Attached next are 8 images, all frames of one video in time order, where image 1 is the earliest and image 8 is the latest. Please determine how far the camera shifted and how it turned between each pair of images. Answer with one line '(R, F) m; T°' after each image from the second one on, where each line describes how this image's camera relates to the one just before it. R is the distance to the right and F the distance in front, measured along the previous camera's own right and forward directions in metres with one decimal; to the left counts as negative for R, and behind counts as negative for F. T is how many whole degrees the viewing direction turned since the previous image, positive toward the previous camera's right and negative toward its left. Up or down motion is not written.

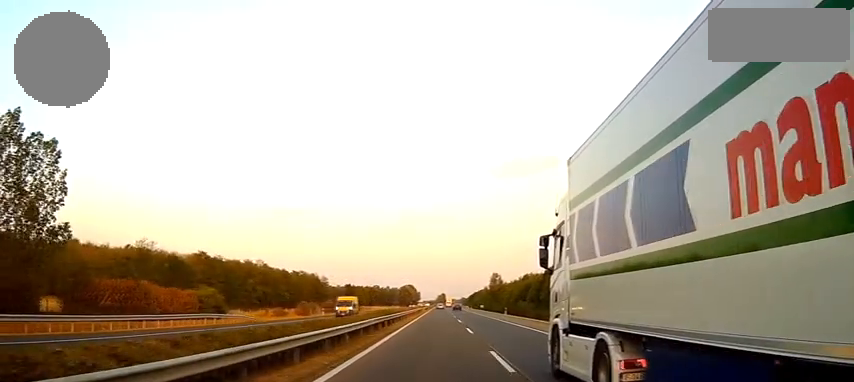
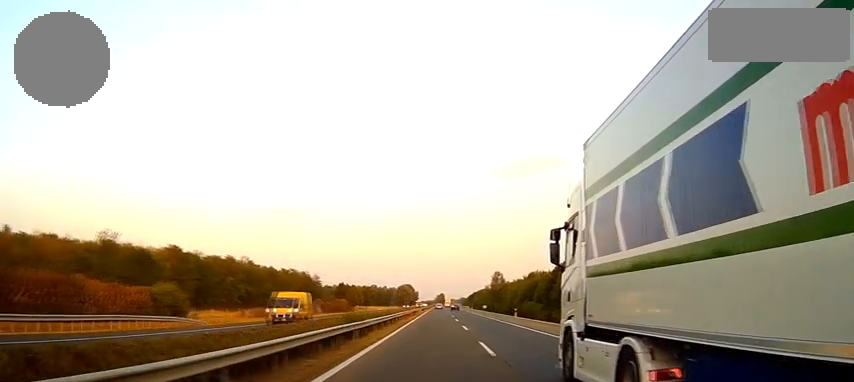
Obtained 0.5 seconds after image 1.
(0.0, +13.2) m; 0°
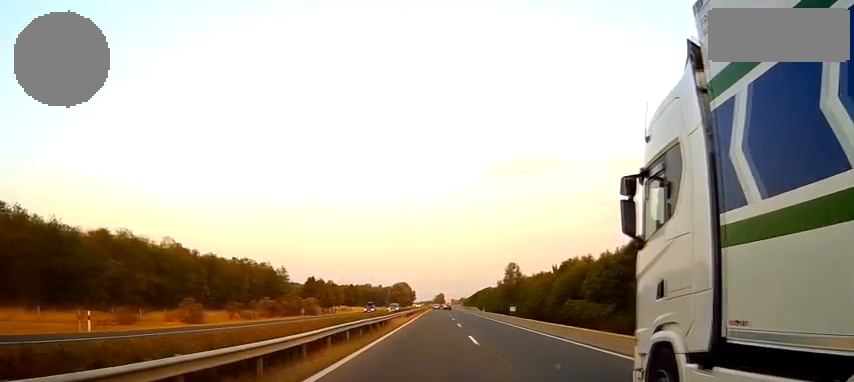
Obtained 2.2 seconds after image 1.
(+0.1, +49.0) m; 0°
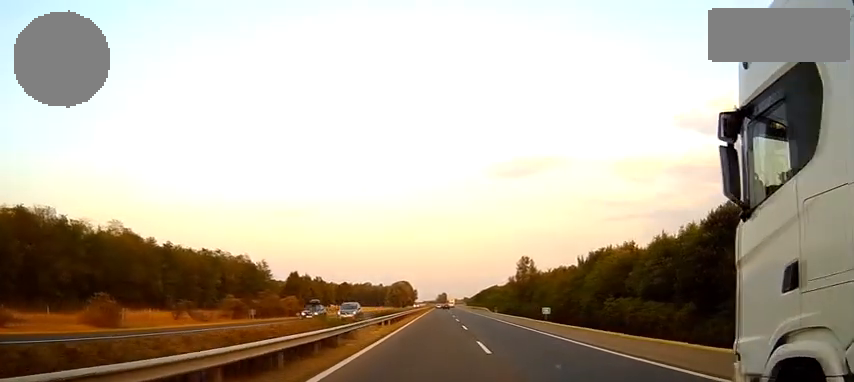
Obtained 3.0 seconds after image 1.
(0.0, +22.7) m; 0°
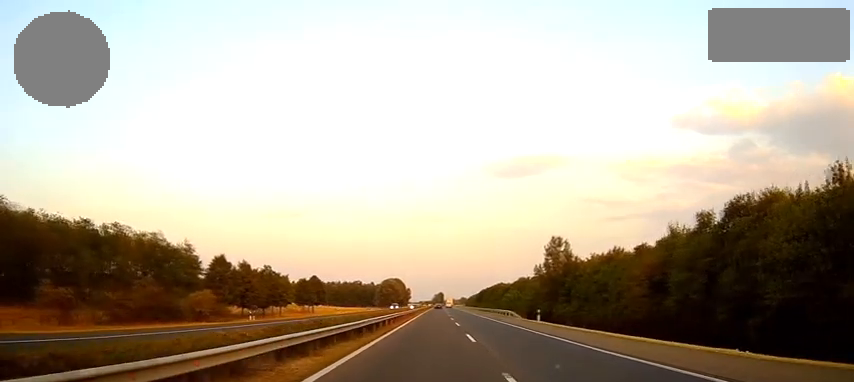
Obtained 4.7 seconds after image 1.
(-0.2, +47.9) m; 0°
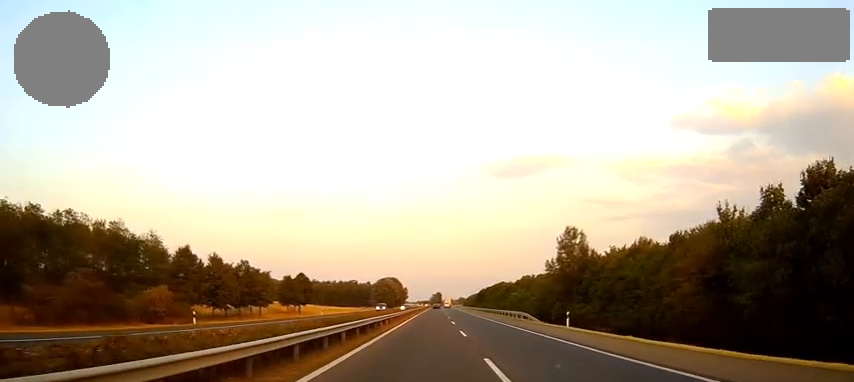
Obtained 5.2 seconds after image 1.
(+0.1, +13.7) m; 0°
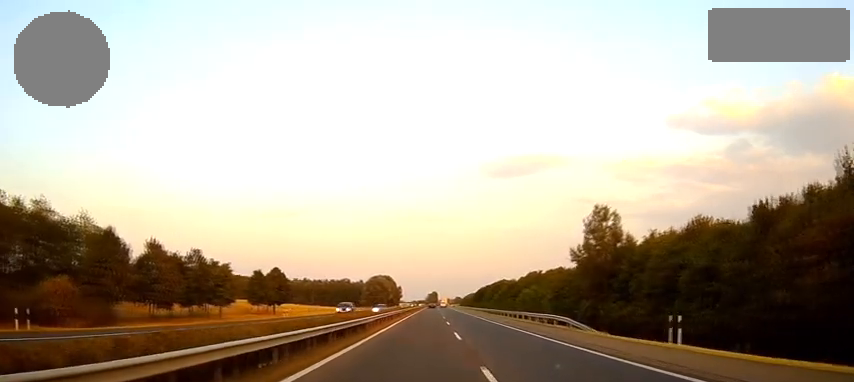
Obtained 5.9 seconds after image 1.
(0.0, +20.6) m; 0°
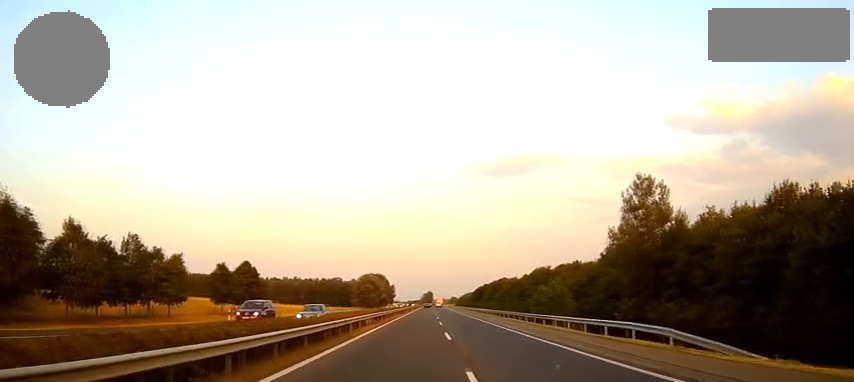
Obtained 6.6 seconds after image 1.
(-0.2, +18.4) m; 0°
